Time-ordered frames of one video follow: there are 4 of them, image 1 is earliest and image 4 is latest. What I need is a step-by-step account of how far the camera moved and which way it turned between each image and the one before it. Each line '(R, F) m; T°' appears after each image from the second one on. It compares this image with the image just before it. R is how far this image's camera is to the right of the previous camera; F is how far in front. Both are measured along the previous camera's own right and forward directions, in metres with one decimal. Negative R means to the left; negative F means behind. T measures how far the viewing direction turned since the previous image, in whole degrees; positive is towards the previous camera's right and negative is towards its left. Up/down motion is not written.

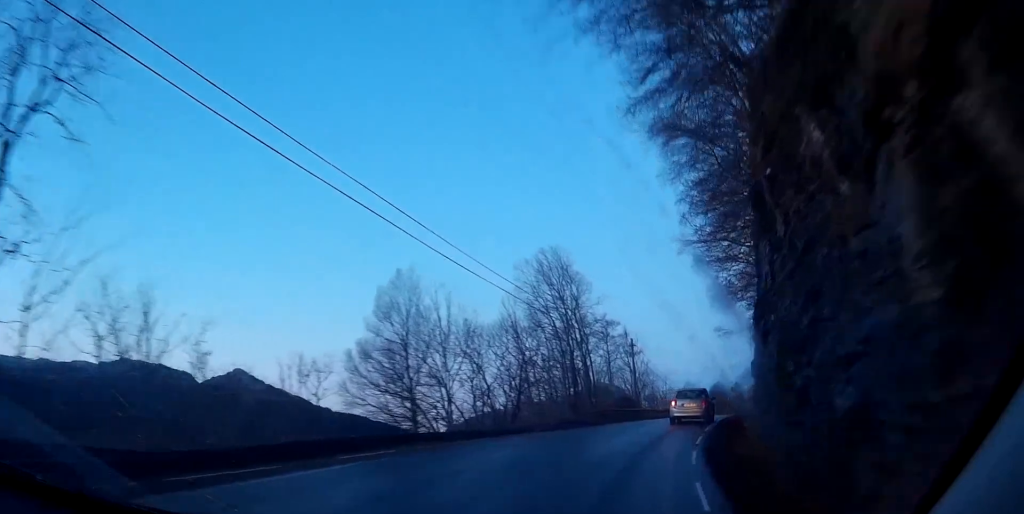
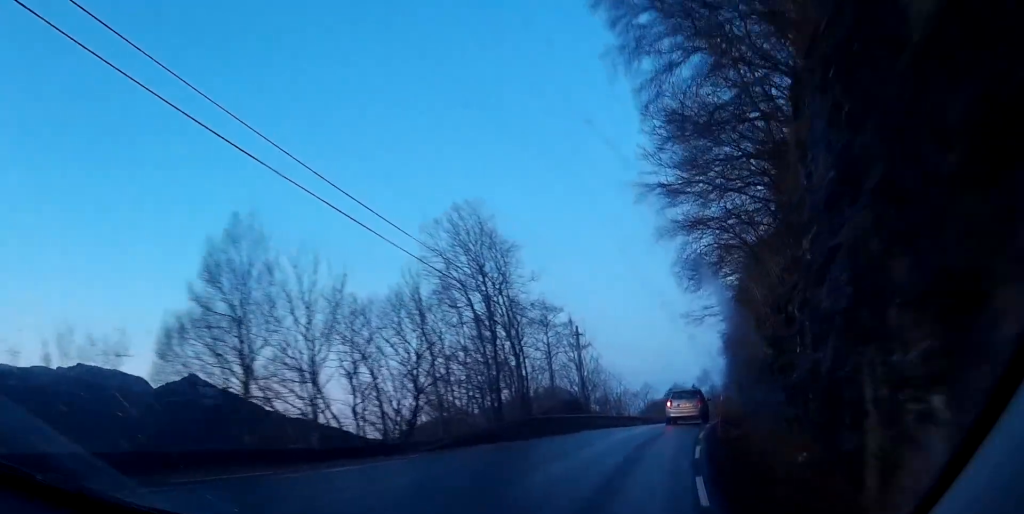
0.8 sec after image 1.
(+0.3, +11.7) m; +3°
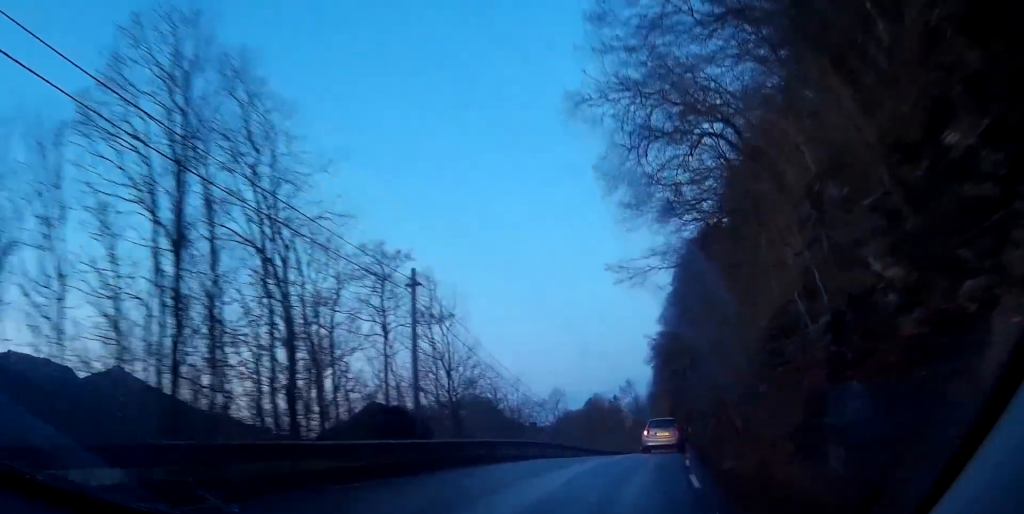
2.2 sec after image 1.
(+1.0, +20.4) m; +6°
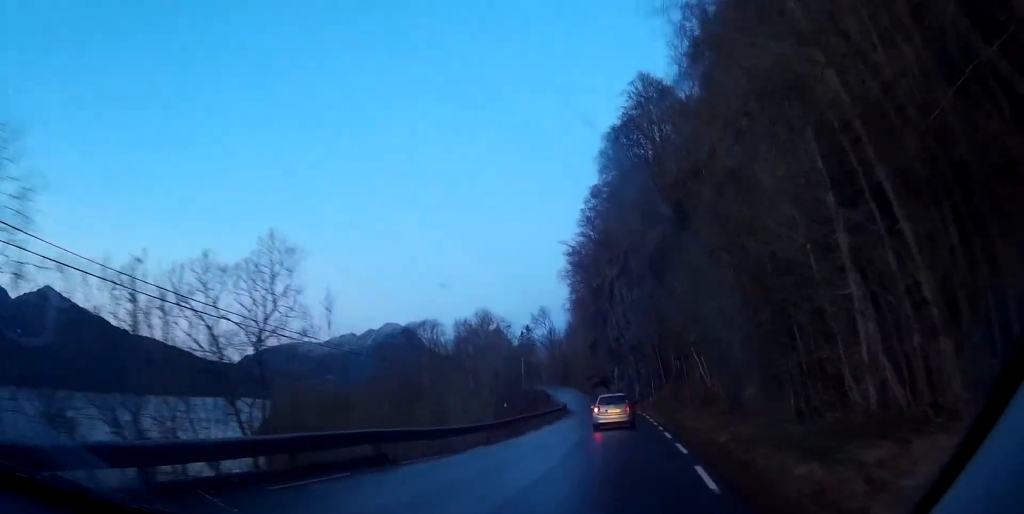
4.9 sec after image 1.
(+1.7, +43.2) m; +2°
